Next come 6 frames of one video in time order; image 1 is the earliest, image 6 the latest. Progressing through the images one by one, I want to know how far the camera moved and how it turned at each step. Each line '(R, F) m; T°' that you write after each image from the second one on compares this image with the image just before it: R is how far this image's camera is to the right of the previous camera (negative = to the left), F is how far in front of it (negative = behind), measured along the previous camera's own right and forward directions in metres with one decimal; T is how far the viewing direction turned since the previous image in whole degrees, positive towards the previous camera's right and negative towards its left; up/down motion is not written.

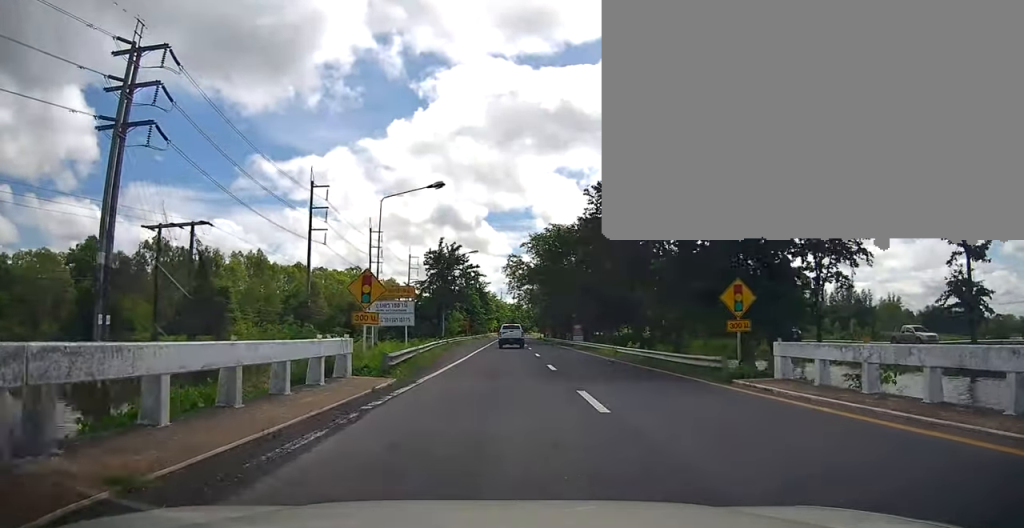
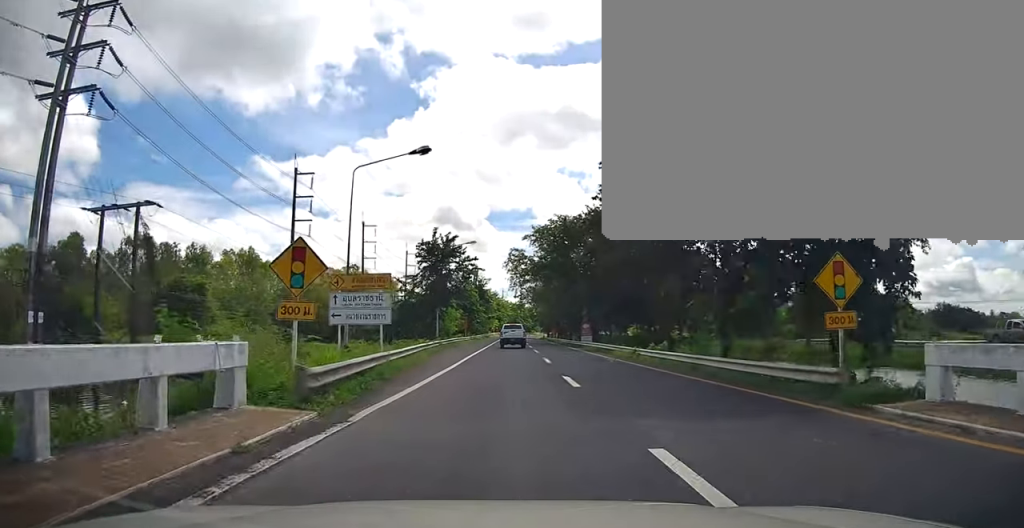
(0.0, +5.8) m; 0°
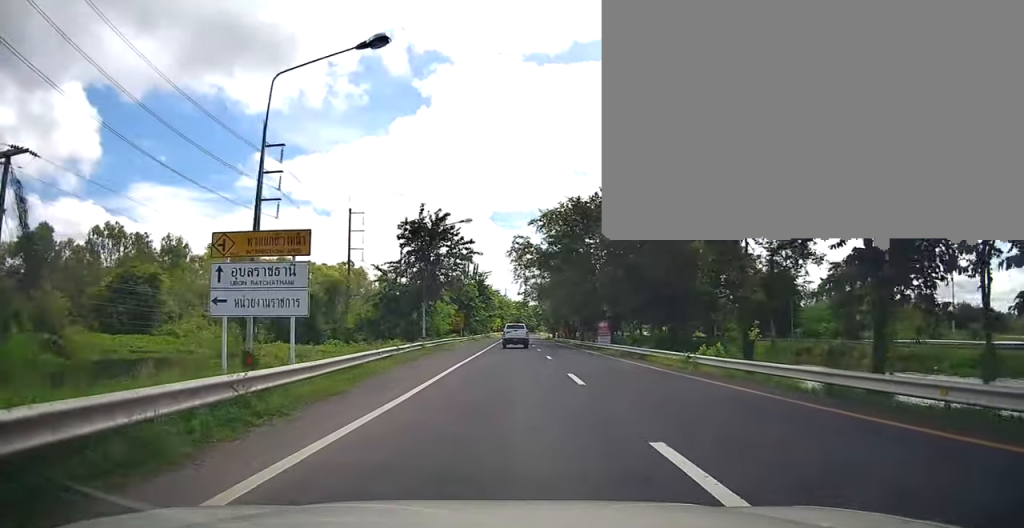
(+0.1, +9.4) m; 0°
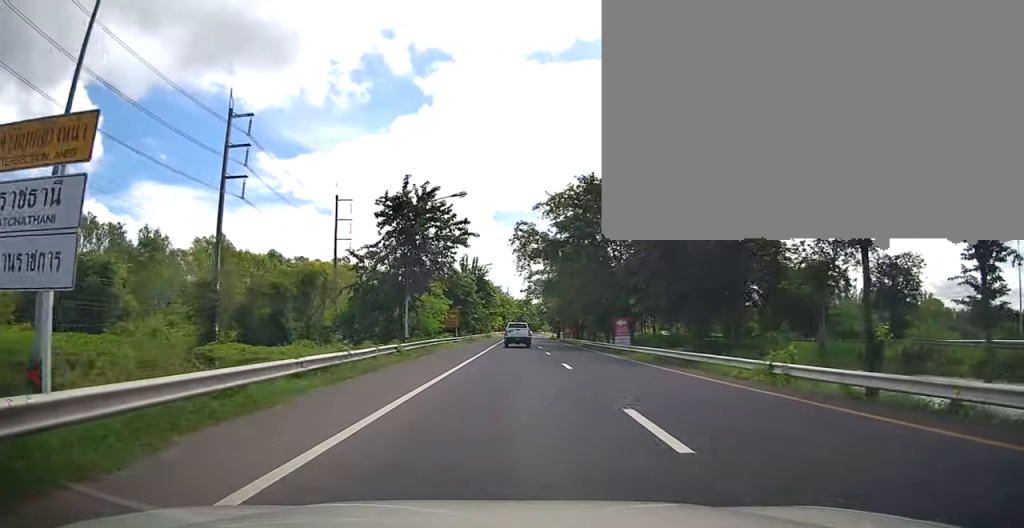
(+0.1, +7.5) m; 0°
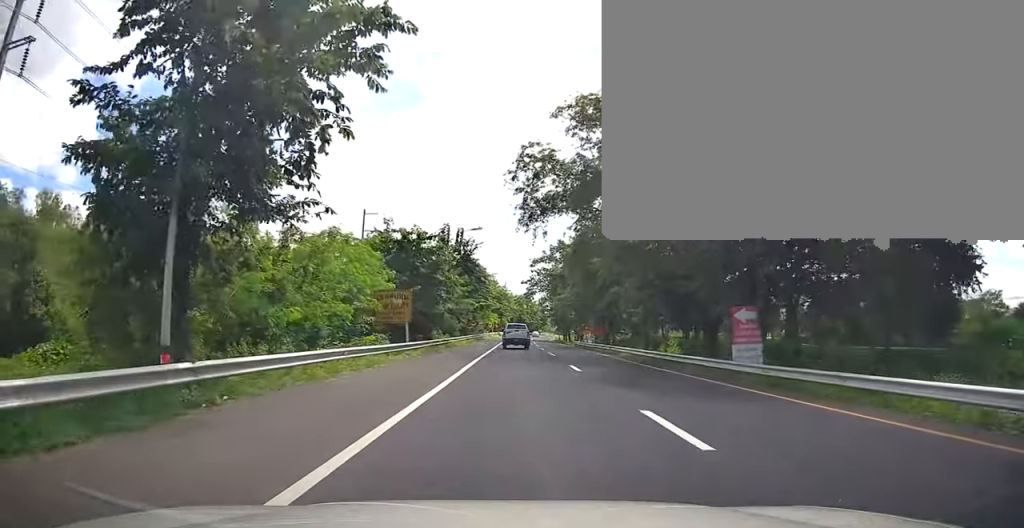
(-0.5, +23.7) m; -1°
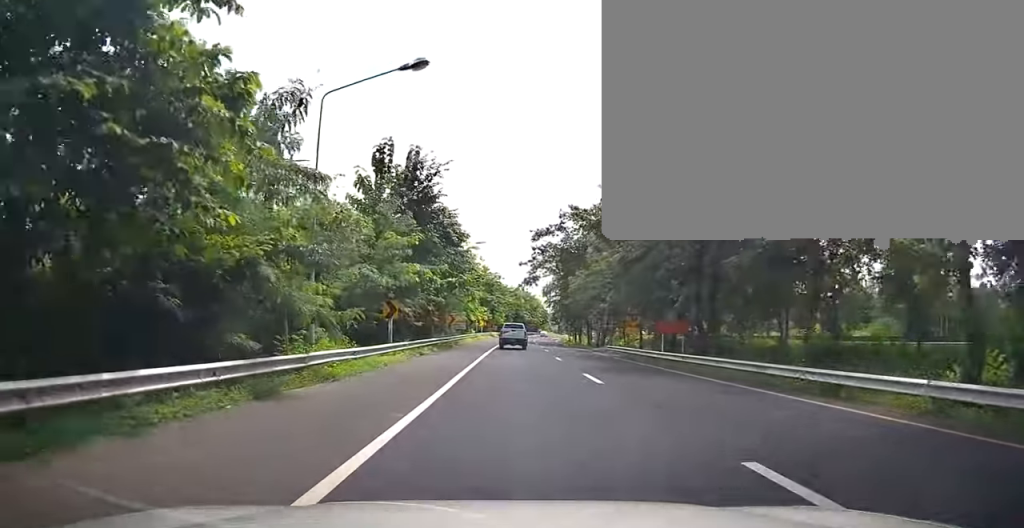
(+0.5, +27.4) m; +2°
